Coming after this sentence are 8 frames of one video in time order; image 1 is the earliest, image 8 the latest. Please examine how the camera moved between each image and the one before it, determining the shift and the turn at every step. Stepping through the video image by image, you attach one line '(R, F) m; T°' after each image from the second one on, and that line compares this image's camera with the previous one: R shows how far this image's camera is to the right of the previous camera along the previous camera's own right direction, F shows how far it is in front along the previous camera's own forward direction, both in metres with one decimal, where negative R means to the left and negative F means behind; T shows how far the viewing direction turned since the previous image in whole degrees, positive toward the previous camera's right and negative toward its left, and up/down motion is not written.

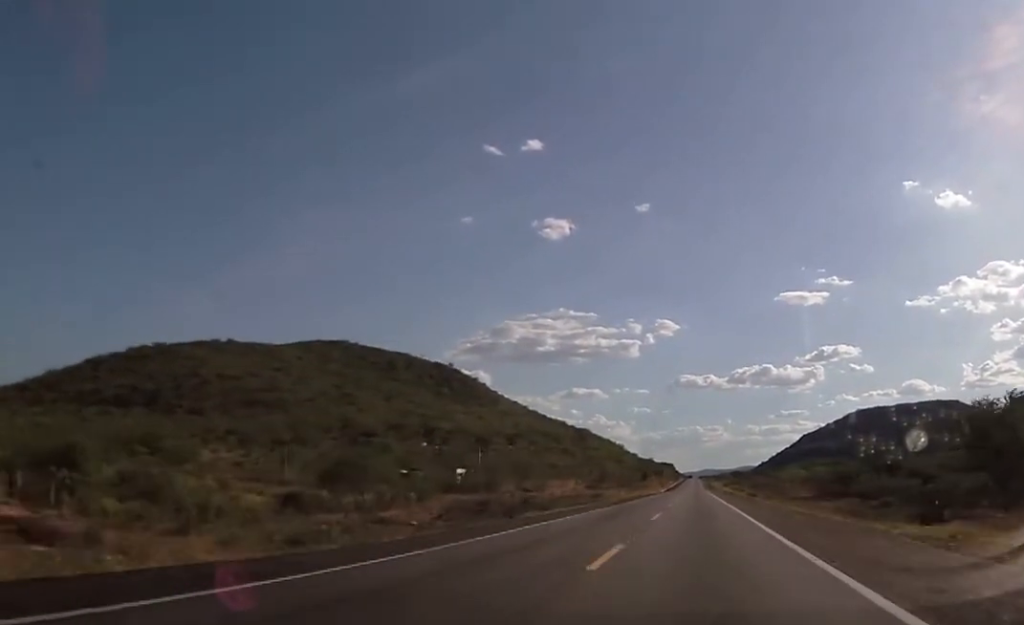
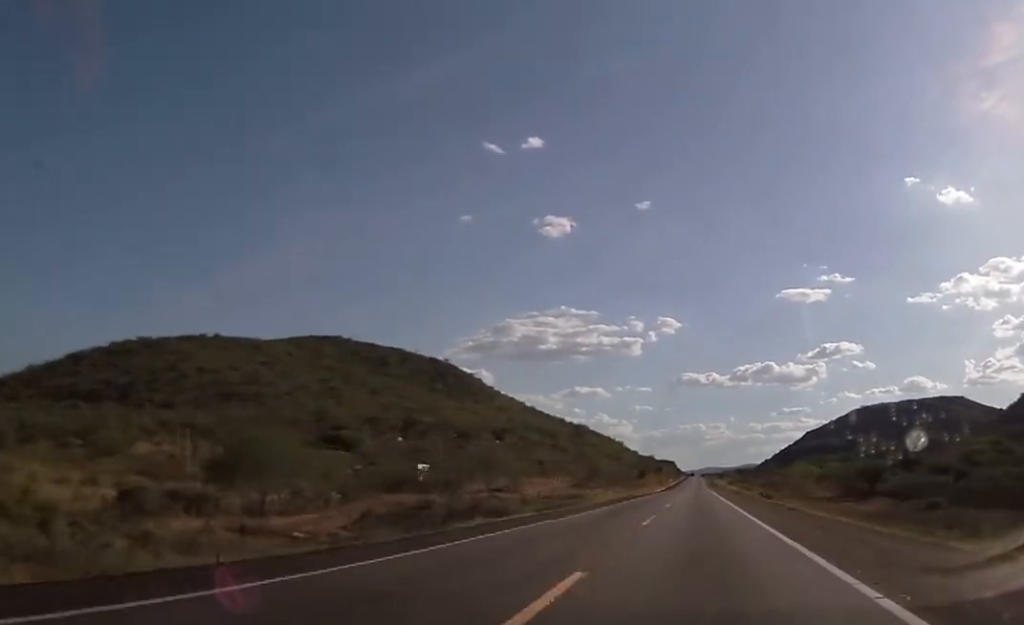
(0.0, +22.4) m; 0°
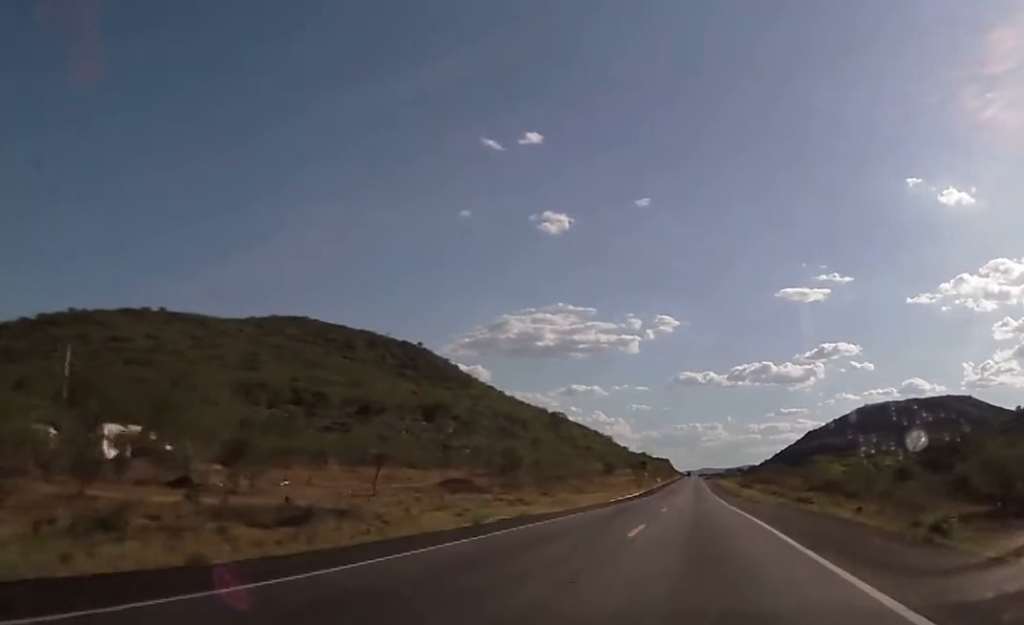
(-0.6, +72.0) m; 0°
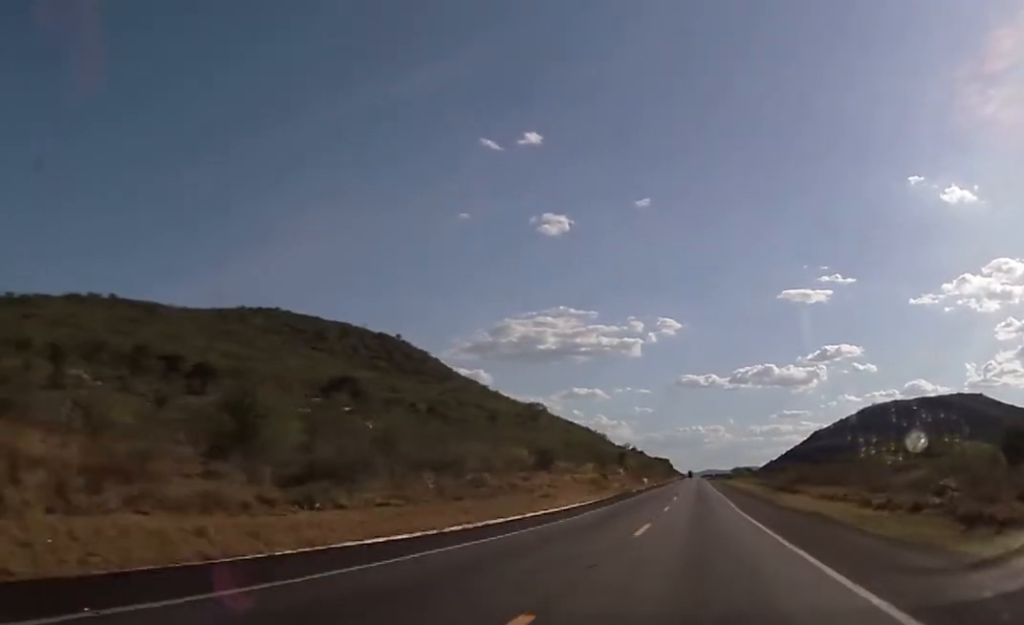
(+0.2, +61.0) m; 0°
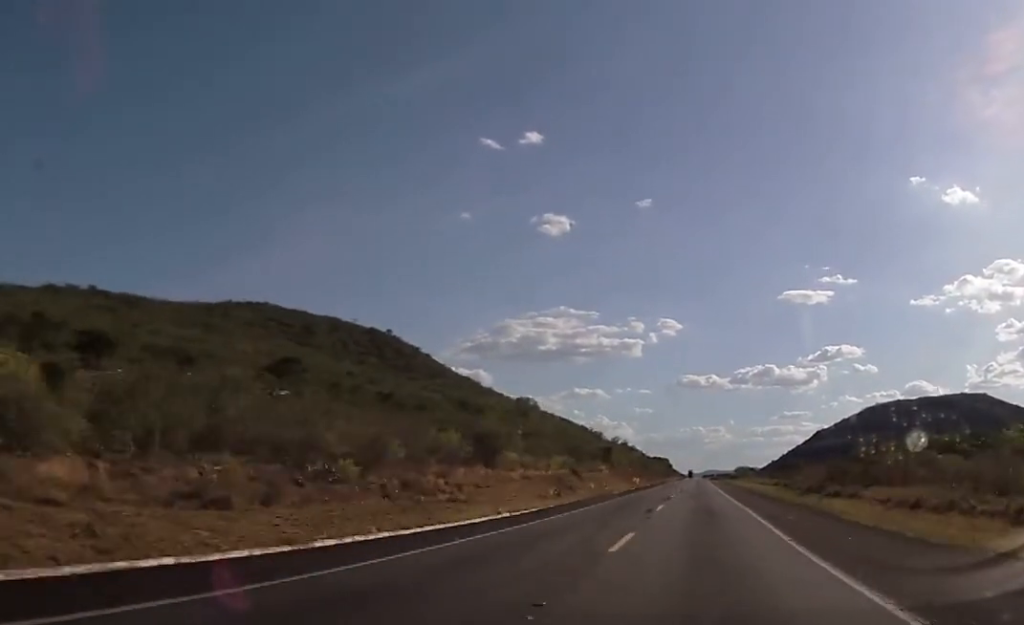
(0.0, +22.8) m; 0°
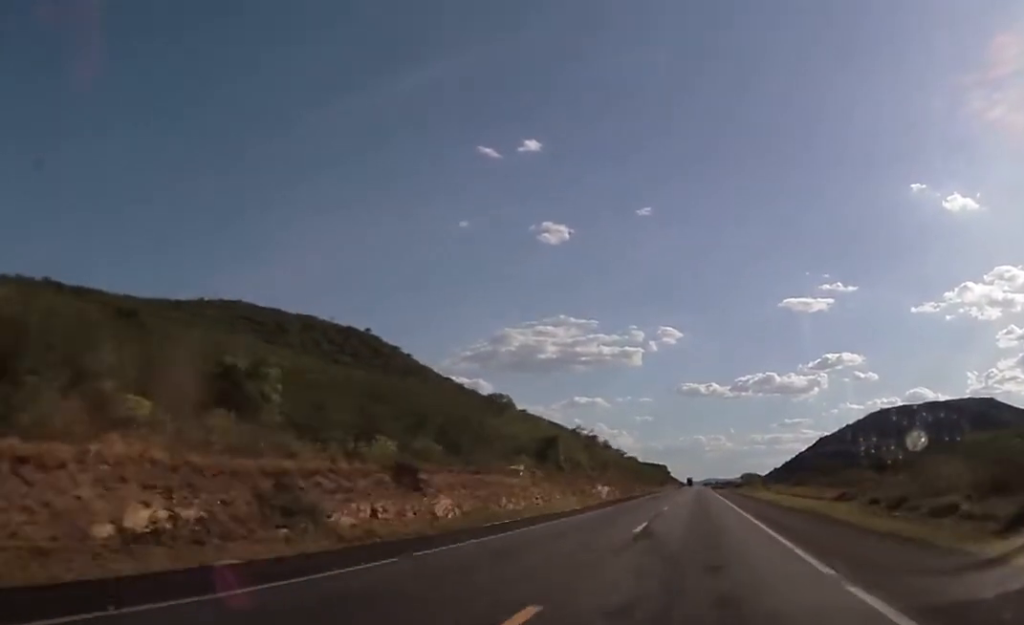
(0.0, +44.6) m; 0°
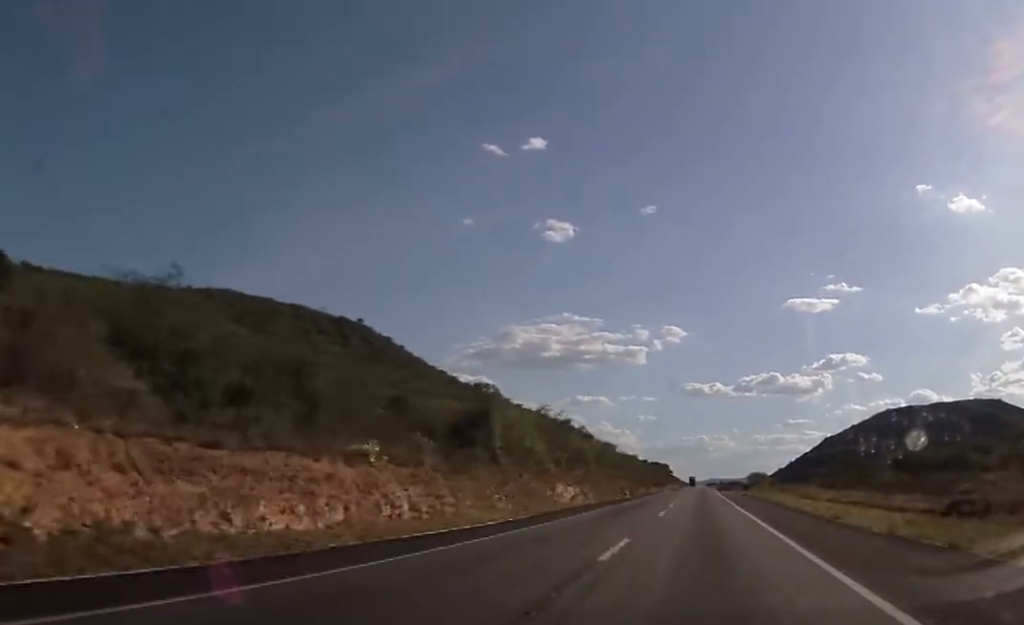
(0.0, +24.2) m; 0°
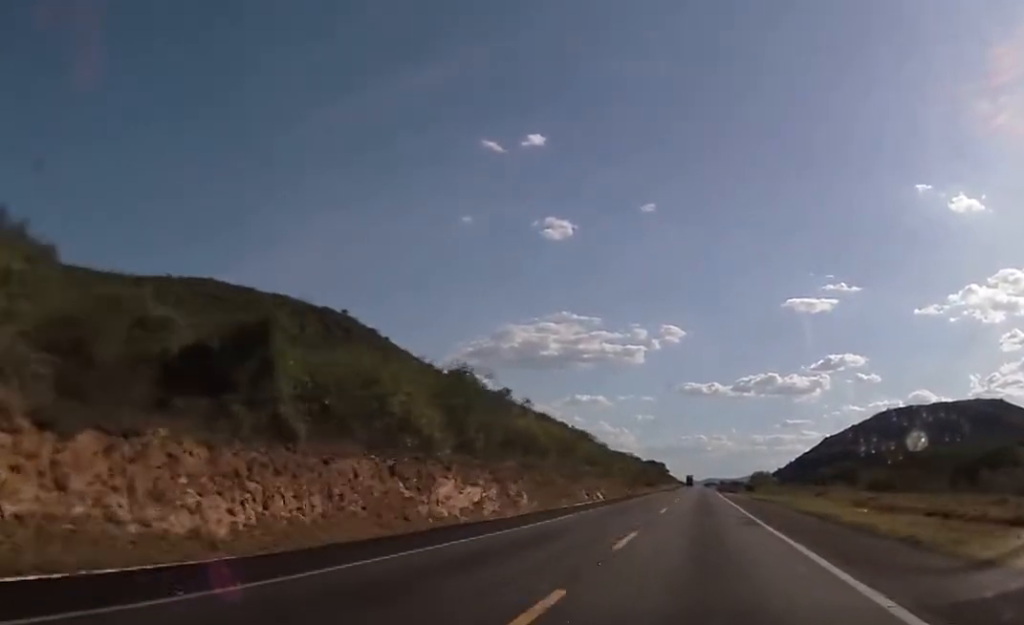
(0.0, +25.4) m; 0°
